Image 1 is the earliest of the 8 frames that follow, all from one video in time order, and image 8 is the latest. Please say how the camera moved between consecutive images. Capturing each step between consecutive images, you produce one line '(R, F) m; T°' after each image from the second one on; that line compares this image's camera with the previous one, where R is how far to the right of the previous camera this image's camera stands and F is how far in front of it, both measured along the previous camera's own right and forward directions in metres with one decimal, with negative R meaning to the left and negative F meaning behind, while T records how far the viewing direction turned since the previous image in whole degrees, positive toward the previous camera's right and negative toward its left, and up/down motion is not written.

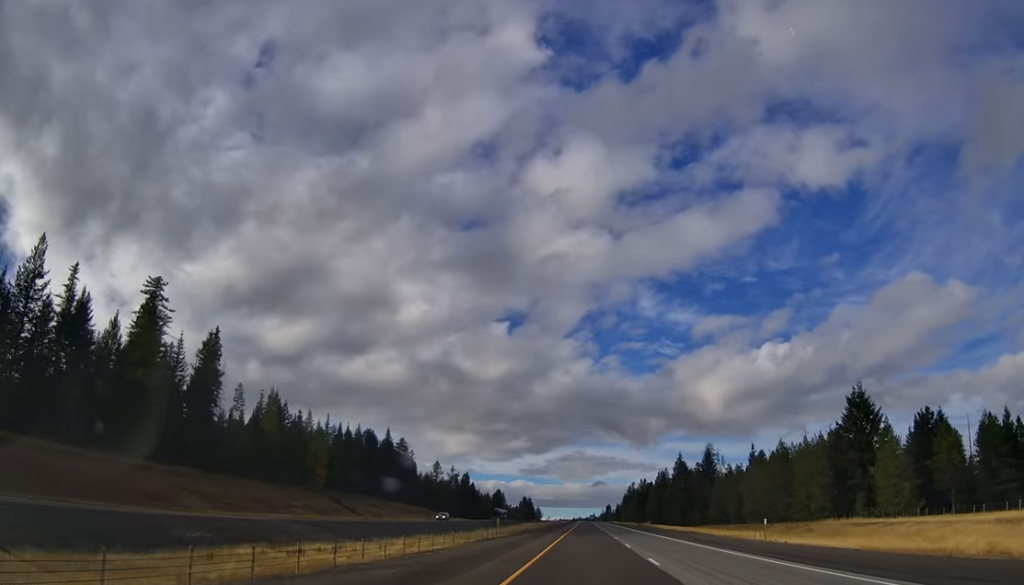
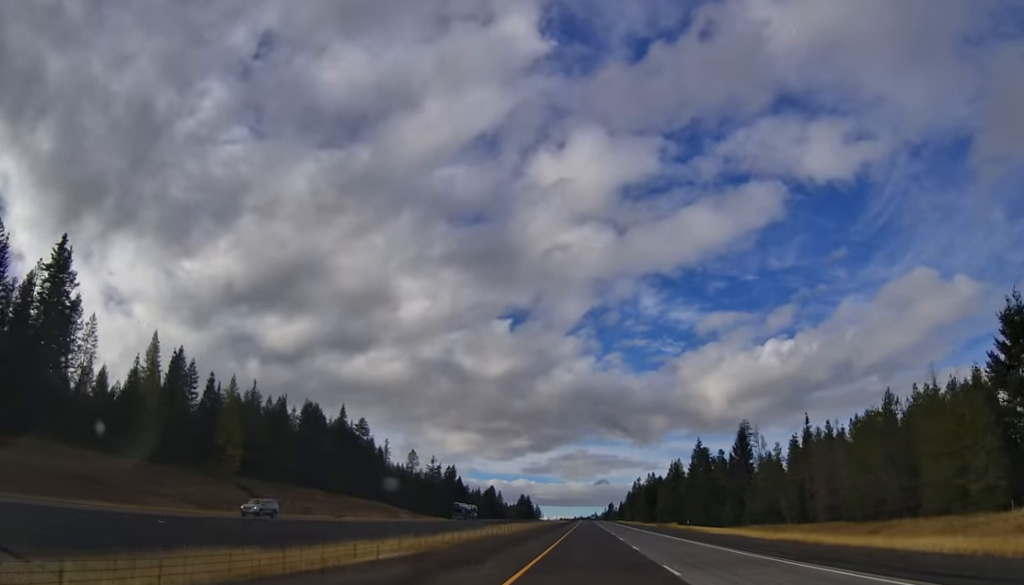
(-0.1, +40.9) m; 0°
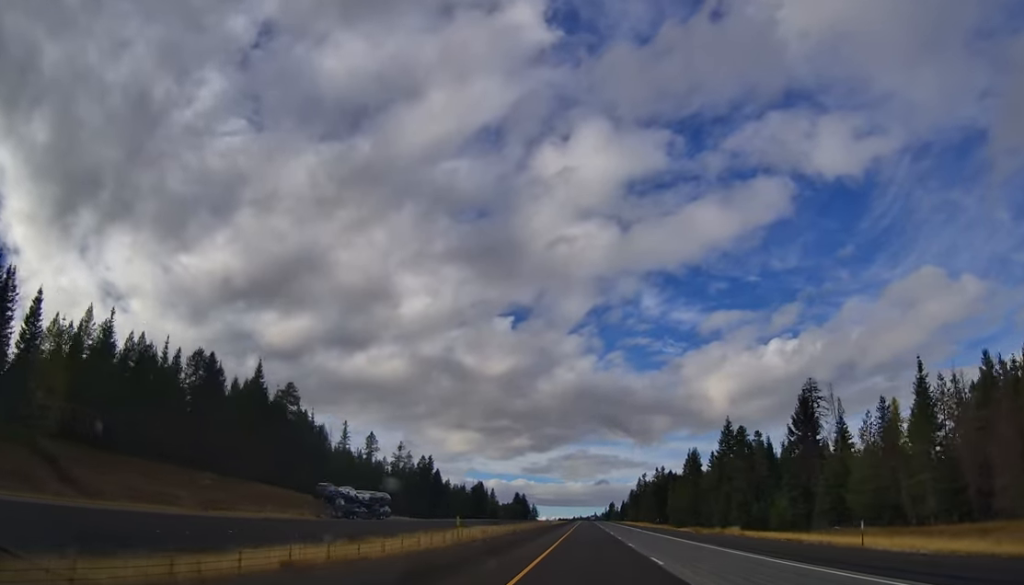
(-0.5, +45.3) m; 0°
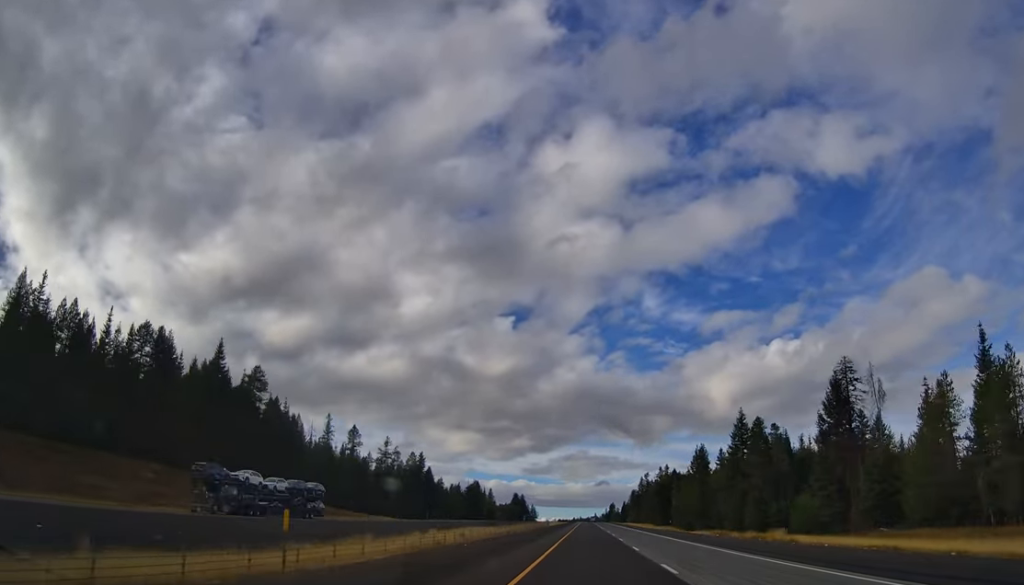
(+0.1, +14.8) m; 0°
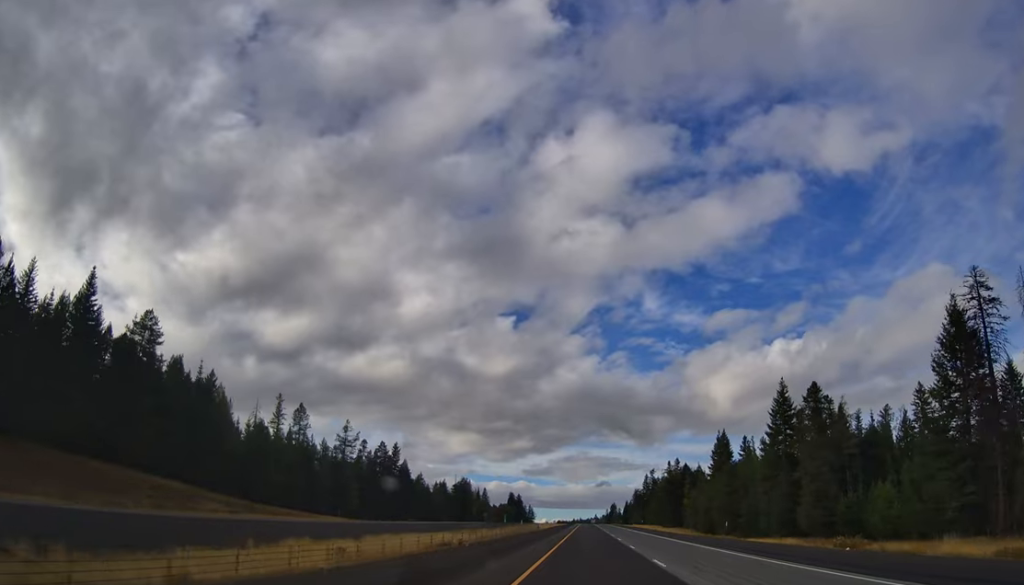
(+0.3, +34.0) m; 0°
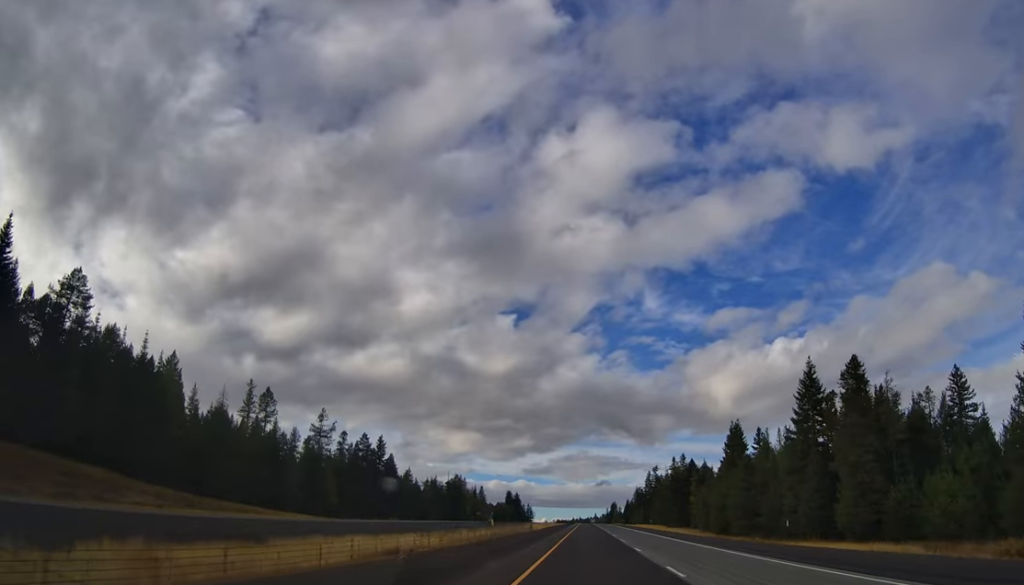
(-0.1, +15.9) m; 0°
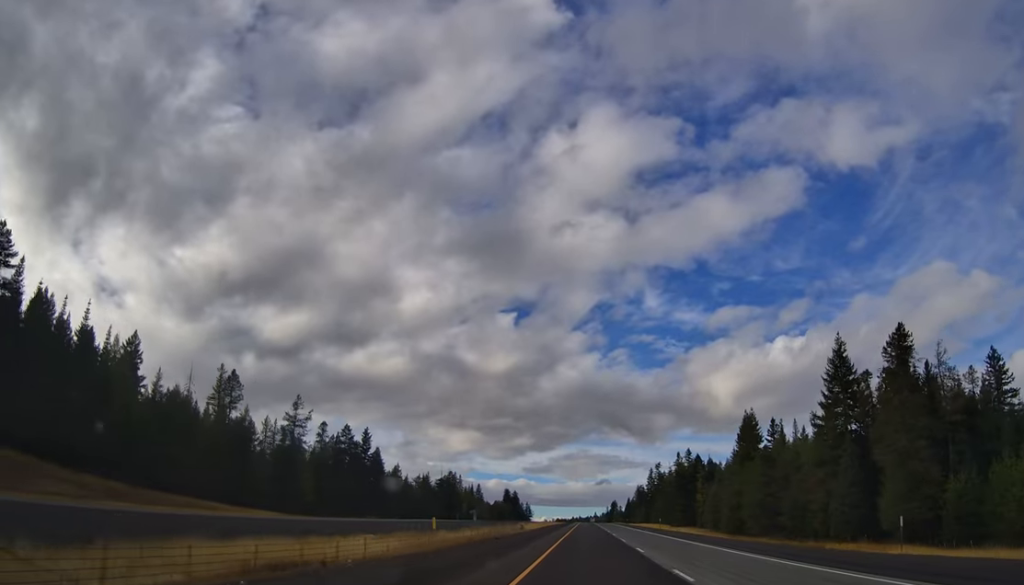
(0.0, +13.6) m; 0°
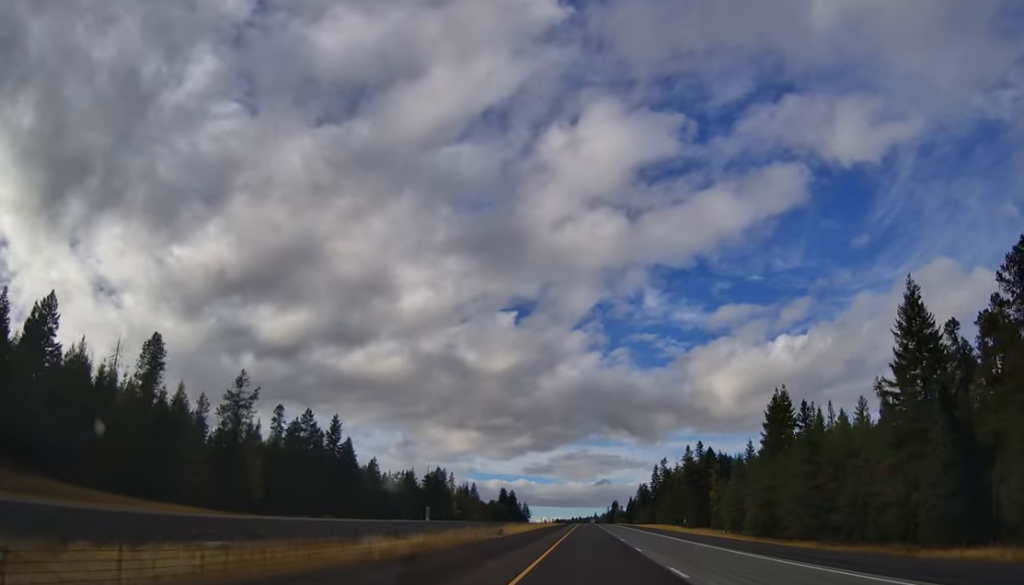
(0.0, +23.8) m; 0°
